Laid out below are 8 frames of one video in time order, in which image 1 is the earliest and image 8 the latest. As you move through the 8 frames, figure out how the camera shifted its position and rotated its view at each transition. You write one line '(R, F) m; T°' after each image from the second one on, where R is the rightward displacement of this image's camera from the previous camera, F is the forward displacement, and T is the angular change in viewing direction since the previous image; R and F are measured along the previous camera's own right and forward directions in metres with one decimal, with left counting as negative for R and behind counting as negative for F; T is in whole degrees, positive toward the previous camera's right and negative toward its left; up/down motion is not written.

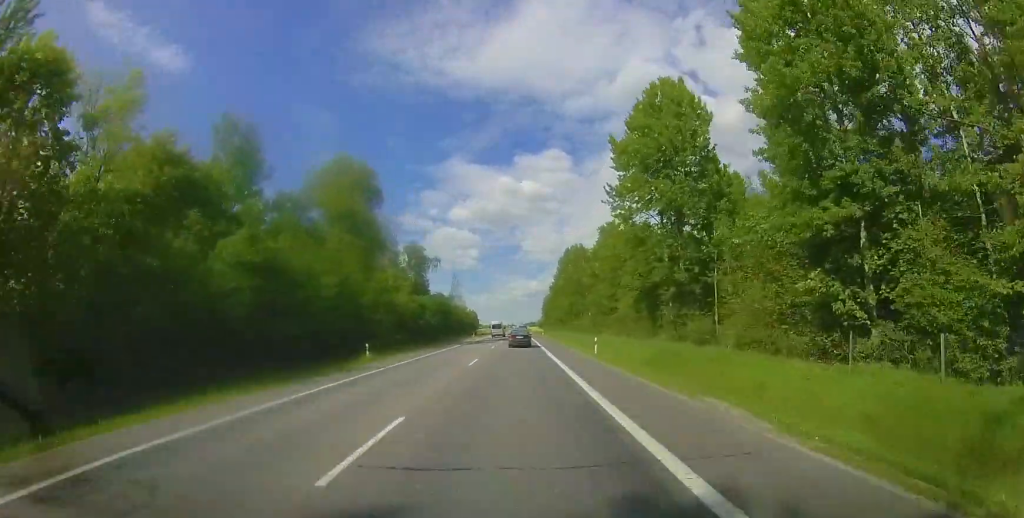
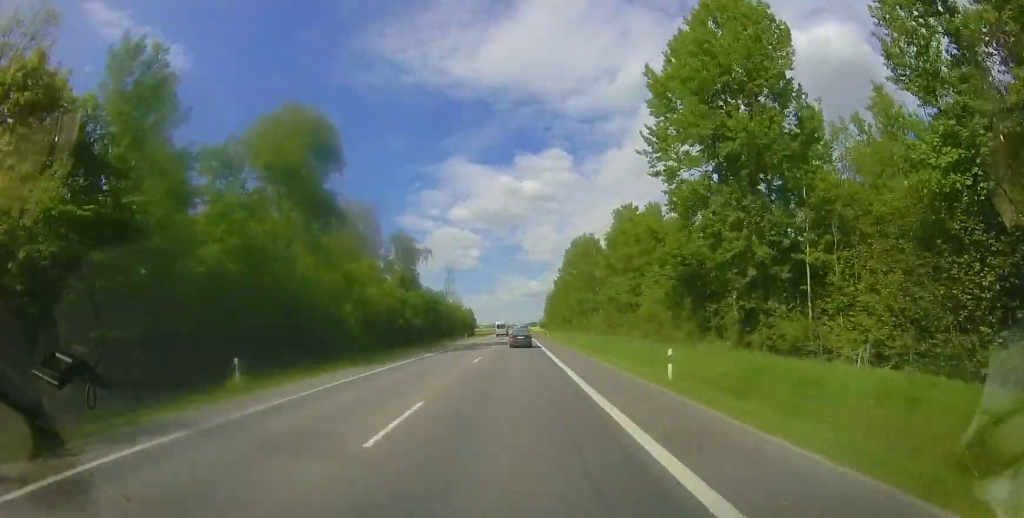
(-0.1, +10.6) m; 0°
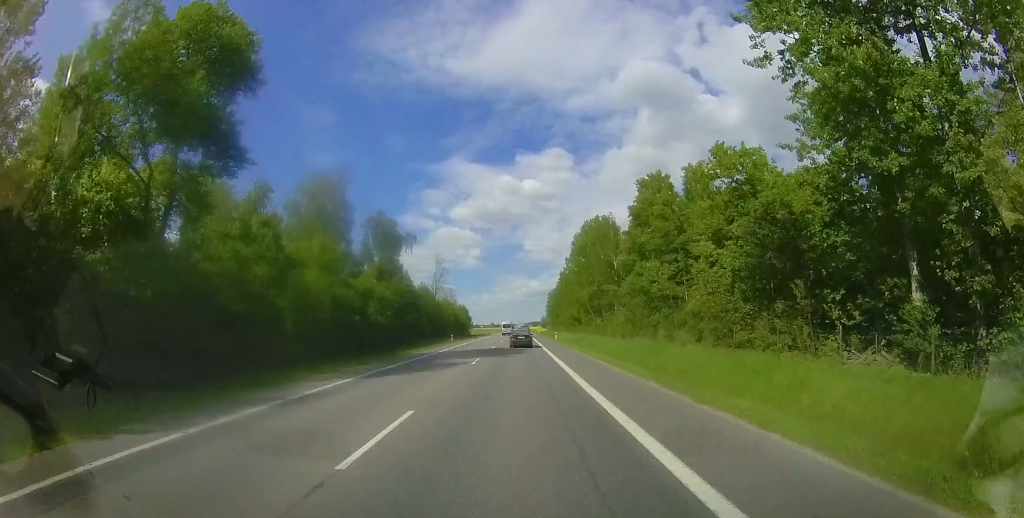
(-0.1, +12.4) m; 0°
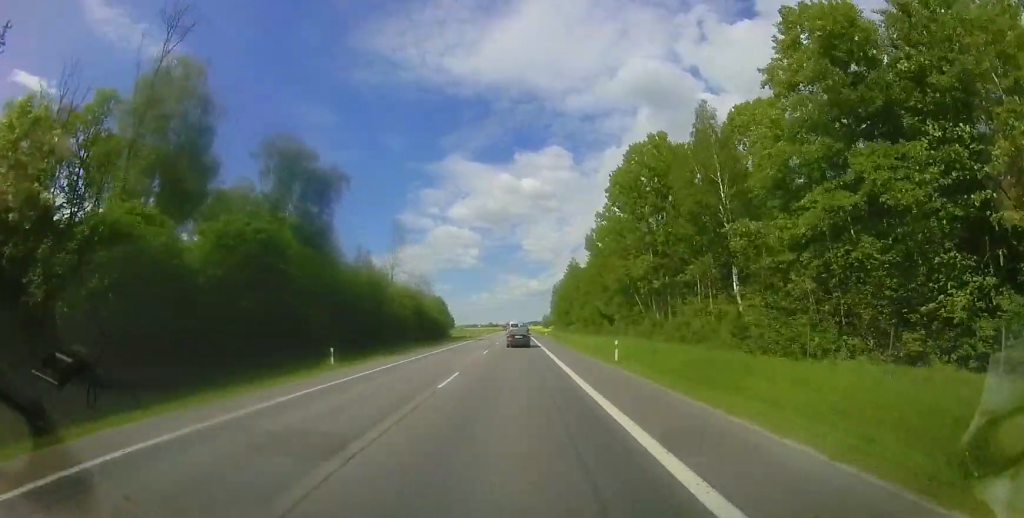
(+0.3, +30.6) m; +1°
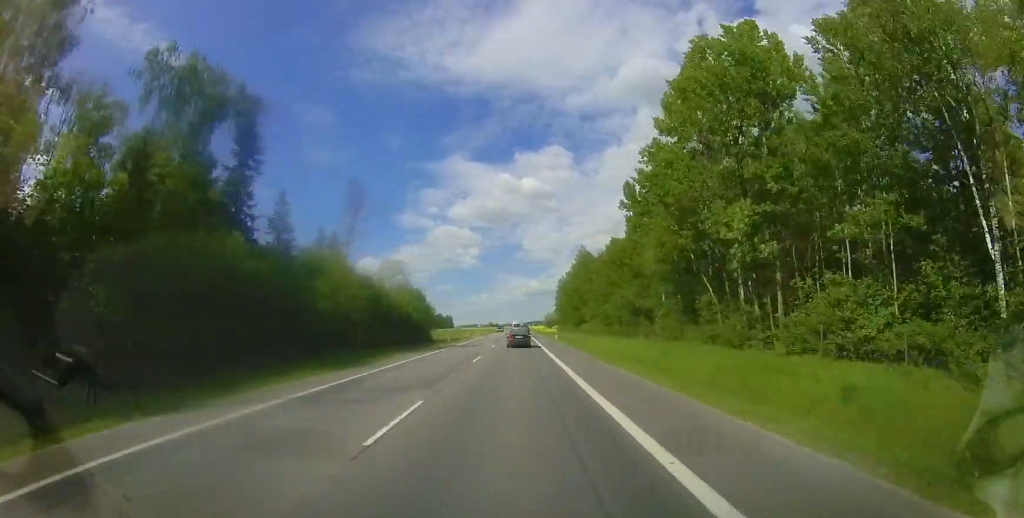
(0.0, +16.4) m; 0°
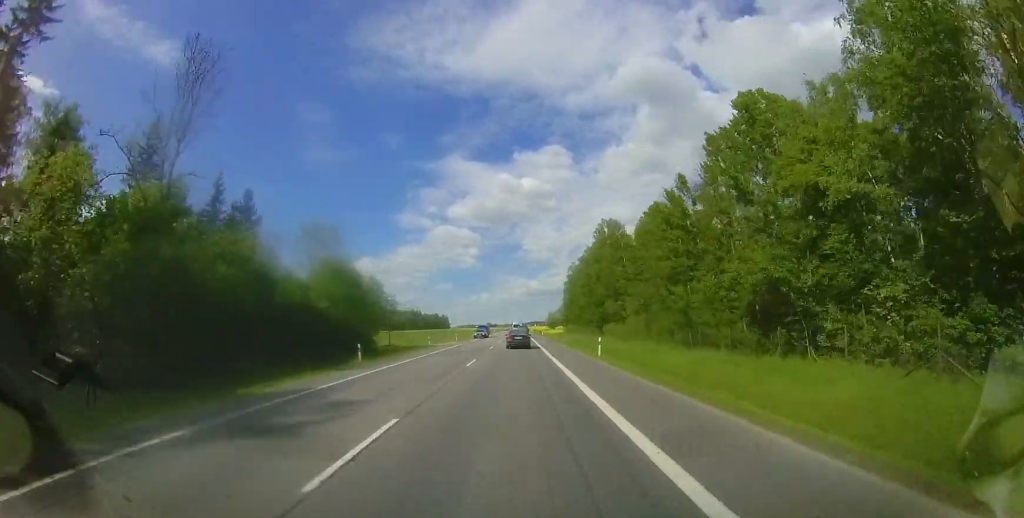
(-0.1, +25.6) m; 0°
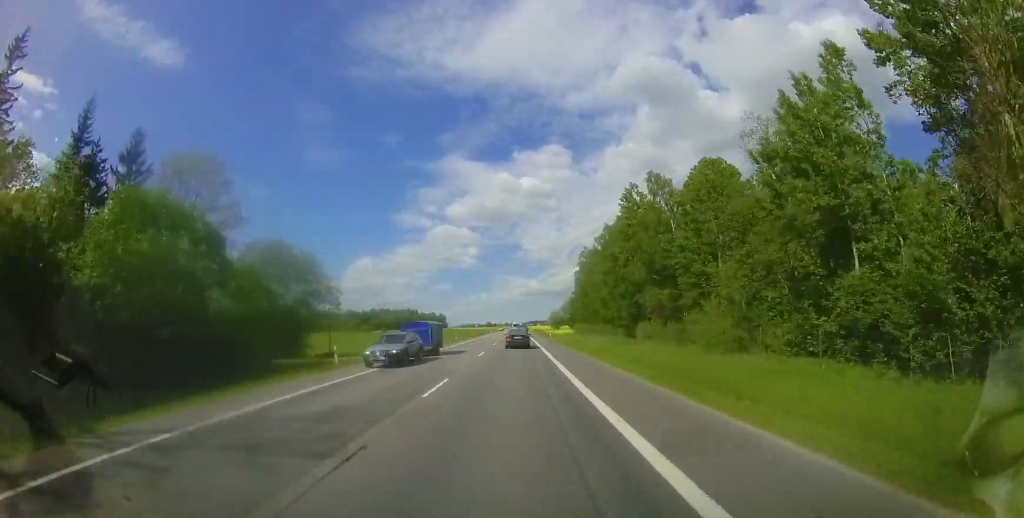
(0.0, +19.2) m; 0°
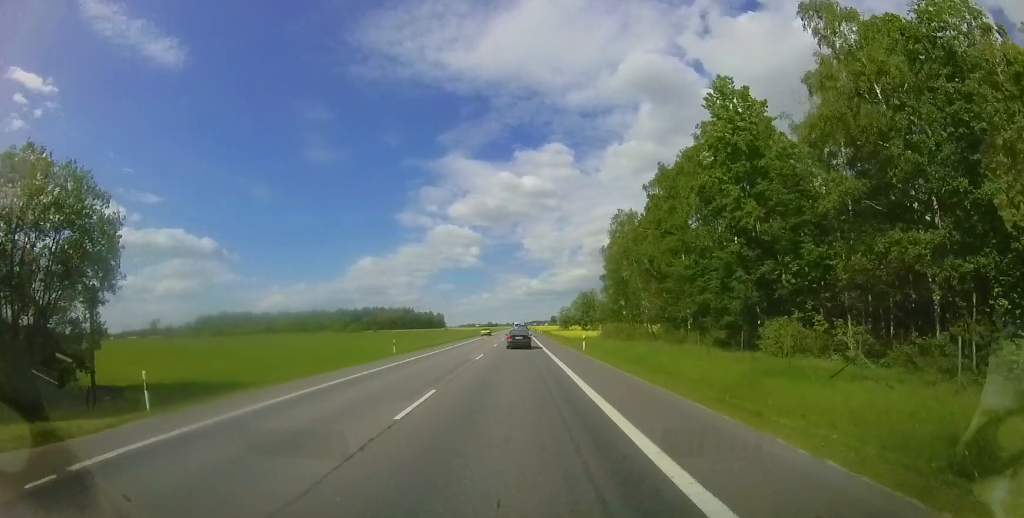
(0.0, +25.7) m; +1°
